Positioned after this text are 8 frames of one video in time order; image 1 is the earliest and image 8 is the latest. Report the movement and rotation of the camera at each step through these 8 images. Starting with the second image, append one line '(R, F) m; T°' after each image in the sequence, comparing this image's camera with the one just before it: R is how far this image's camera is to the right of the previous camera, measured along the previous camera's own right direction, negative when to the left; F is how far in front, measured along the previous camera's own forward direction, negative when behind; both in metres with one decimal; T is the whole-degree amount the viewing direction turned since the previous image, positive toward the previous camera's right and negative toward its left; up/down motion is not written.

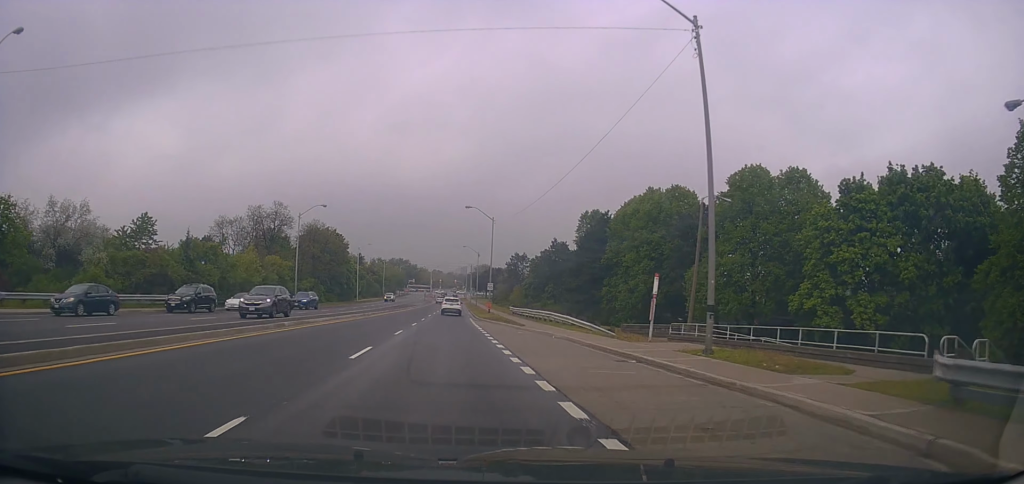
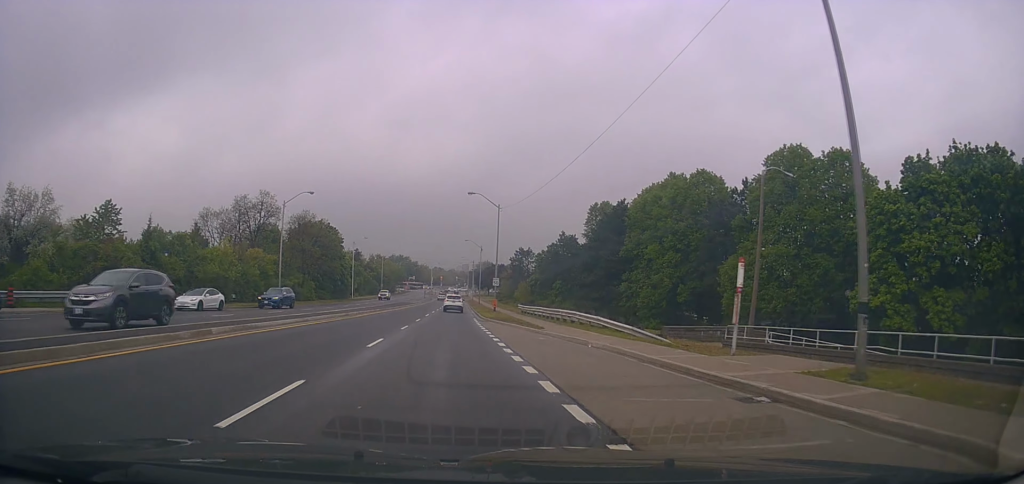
(+0.4, +6.4) m; +1°
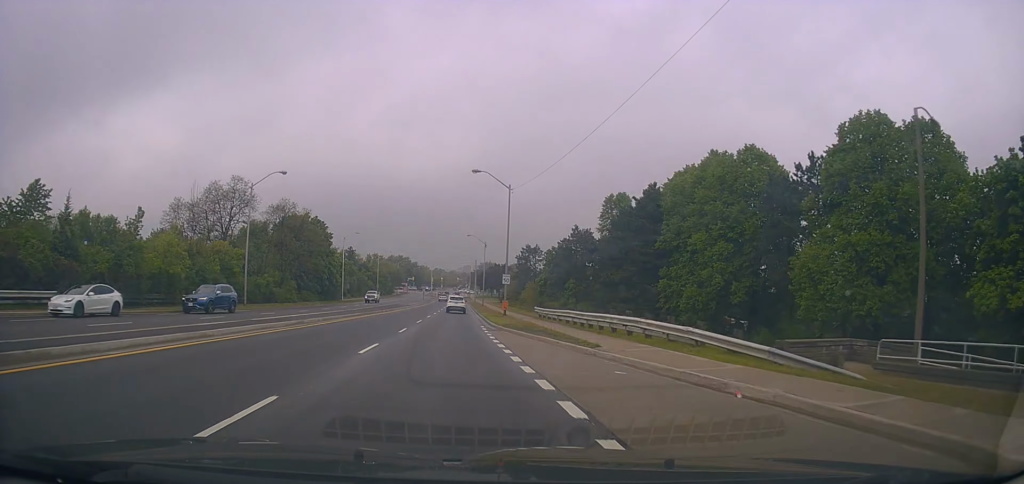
(+0.3, +10.3) m; 0°
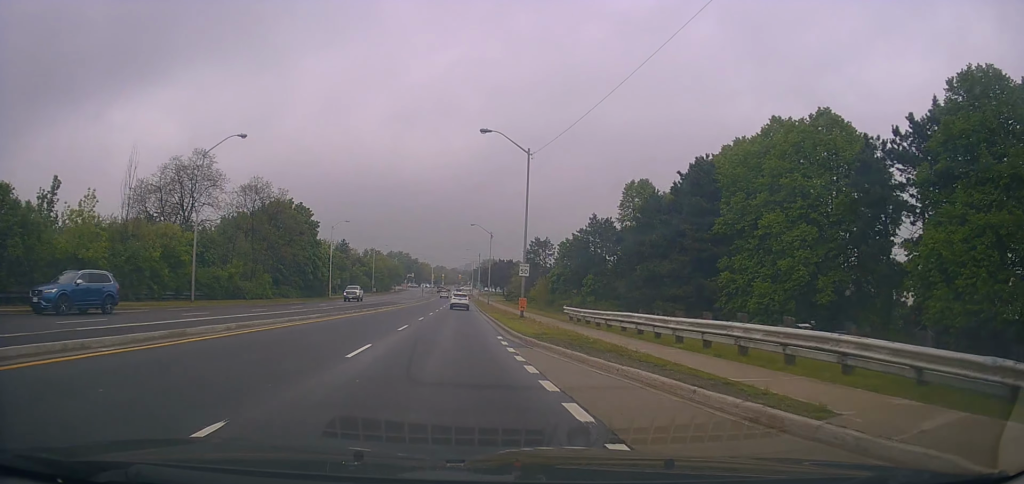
(-0.3, +10.9) m; -2°
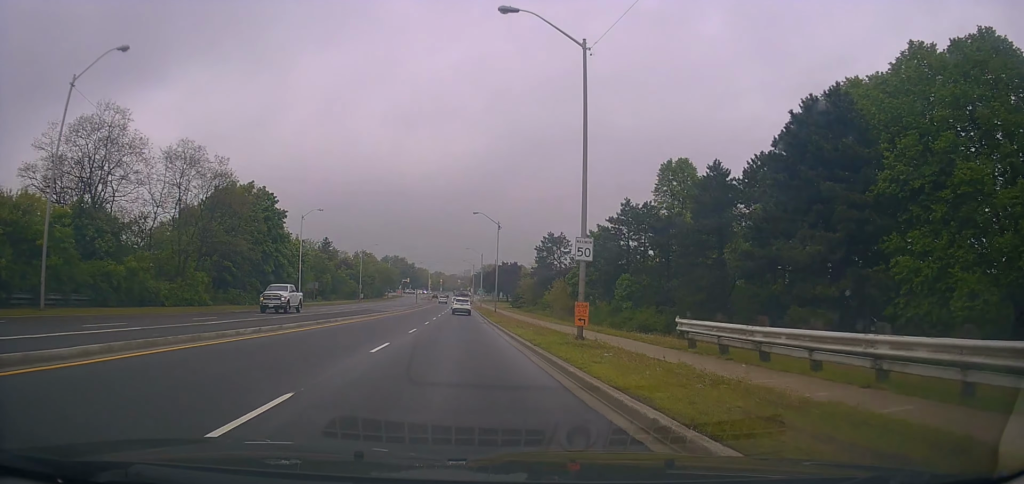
(-0.2, +16.7) m; -2°
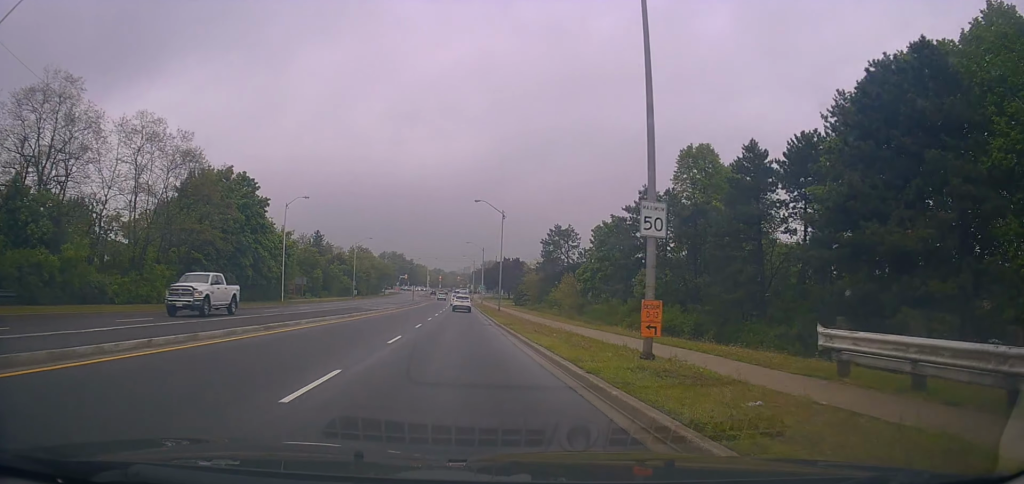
(-0.1, +6.4) m; 0°
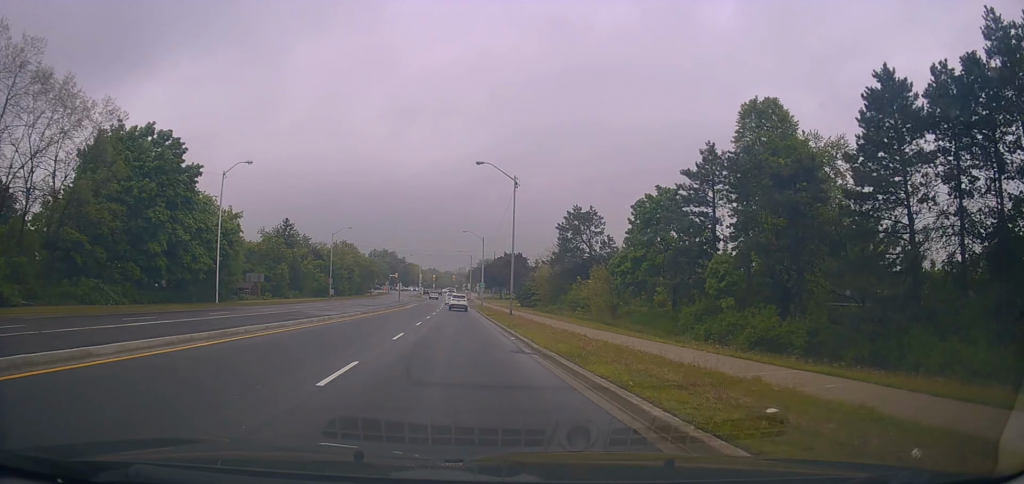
(0.0, +17.2) m; +2°
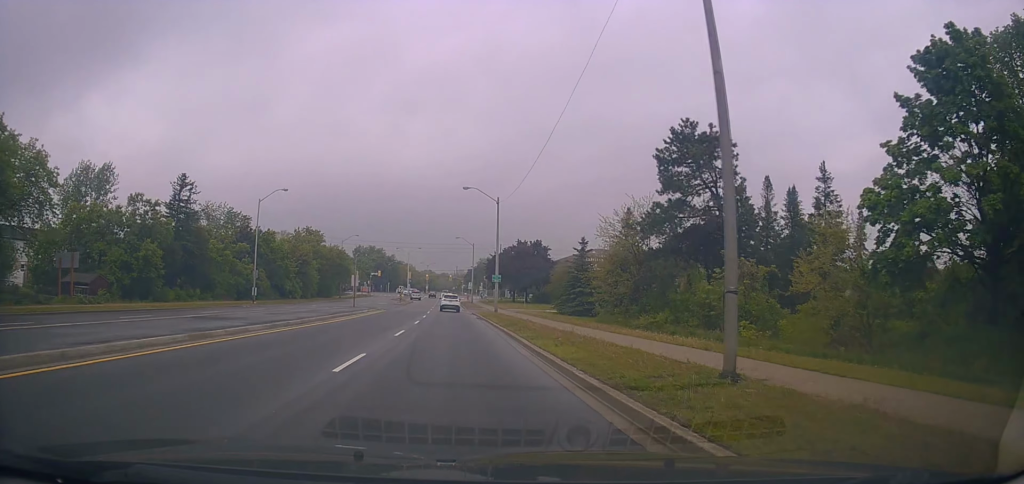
(+1.6, +35.2) m; +1°
